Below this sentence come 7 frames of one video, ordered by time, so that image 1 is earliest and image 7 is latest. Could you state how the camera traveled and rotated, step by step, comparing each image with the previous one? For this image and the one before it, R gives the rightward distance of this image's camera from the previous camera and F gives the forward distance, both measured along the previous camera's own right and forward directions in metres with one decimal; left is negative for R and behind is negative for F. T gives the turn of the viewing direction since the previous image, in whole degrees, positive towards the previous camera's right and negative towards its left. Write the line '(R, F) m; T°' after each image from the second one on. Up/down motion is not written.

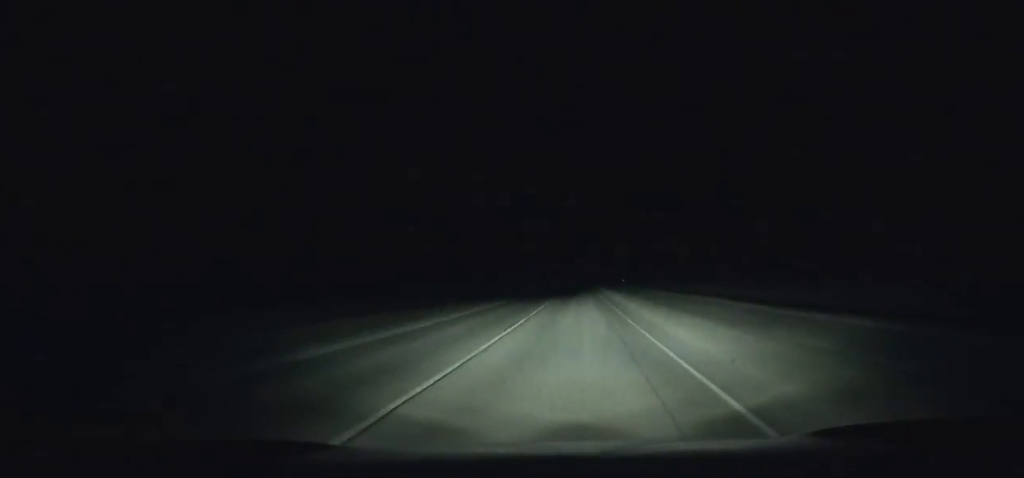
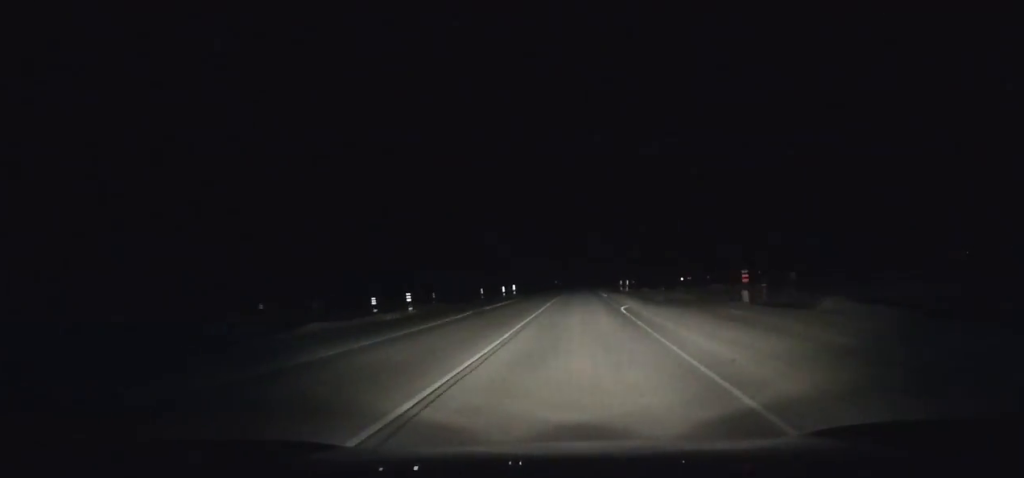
(+0.3, +113.7) m; 0°
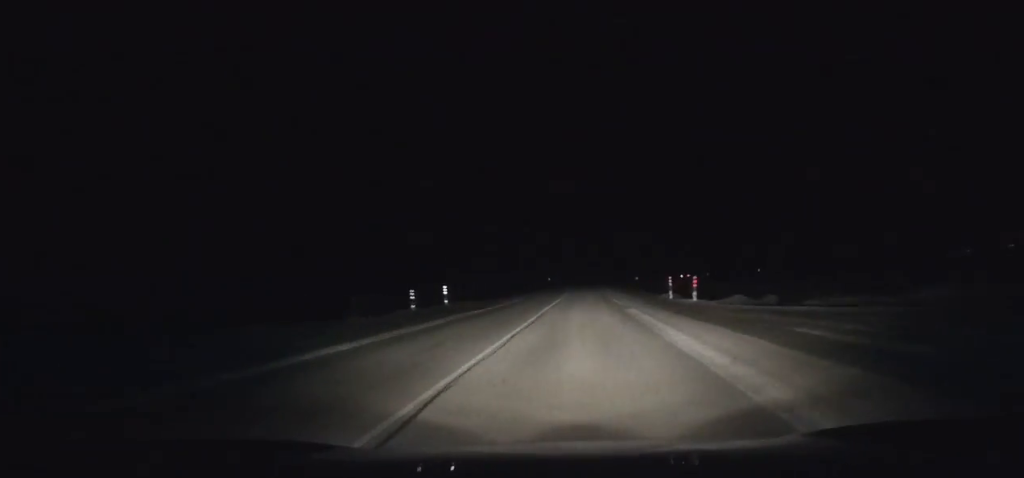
(0.0, +45.7) m; 0°
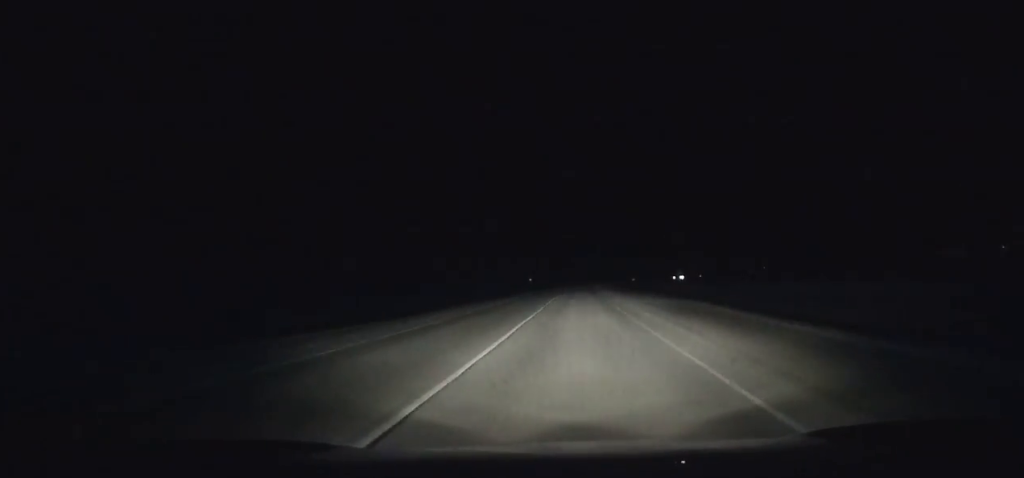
(+0.1, +42.1) m; 0°
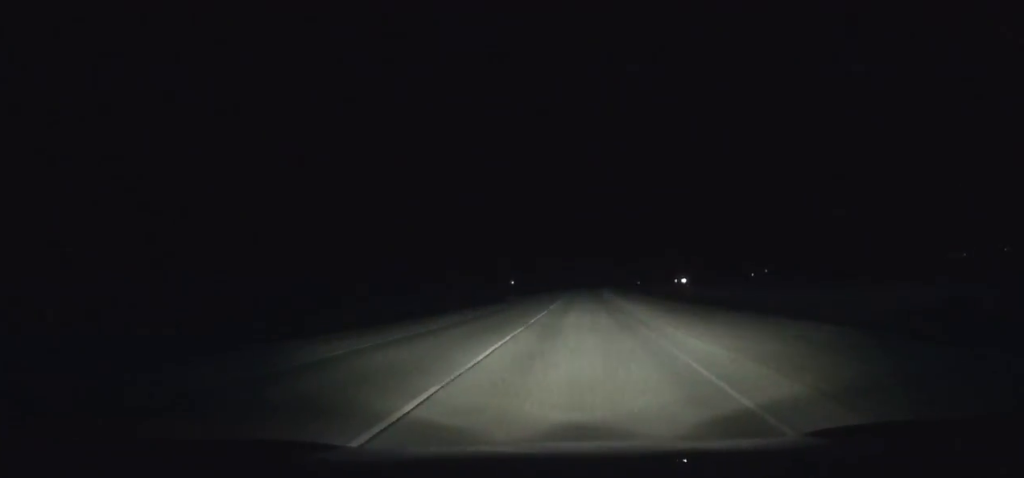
(-0.1, +36.3) m; 0°
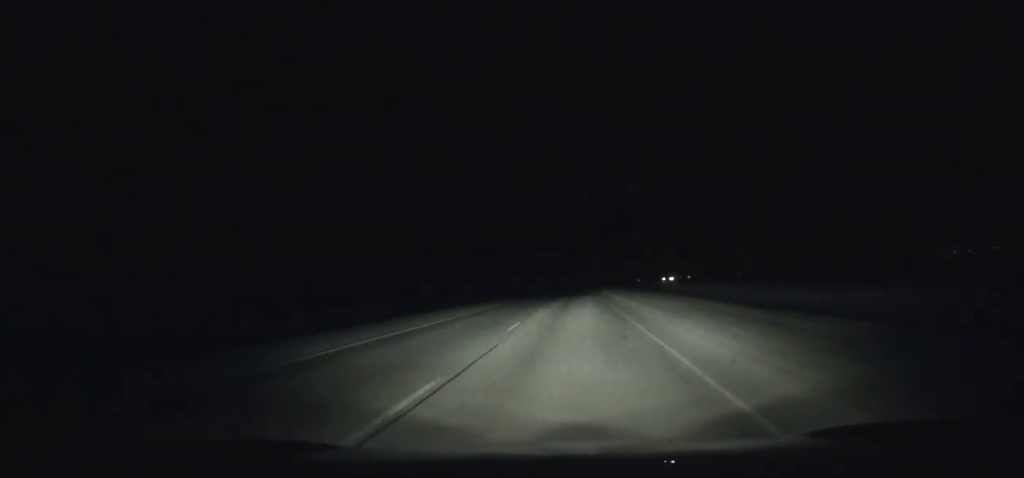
(+2.1, +131.8) m; +1°
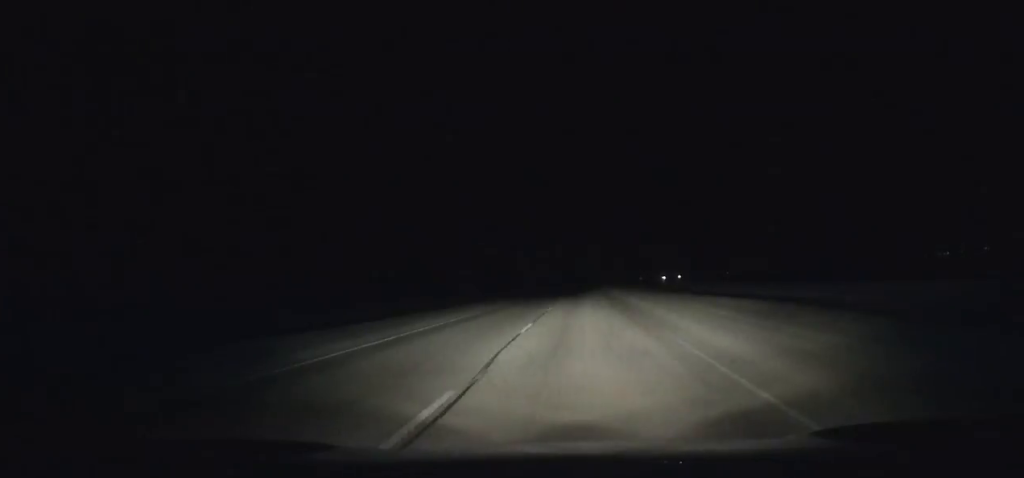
(+0.6, +119.8) m; +1°
